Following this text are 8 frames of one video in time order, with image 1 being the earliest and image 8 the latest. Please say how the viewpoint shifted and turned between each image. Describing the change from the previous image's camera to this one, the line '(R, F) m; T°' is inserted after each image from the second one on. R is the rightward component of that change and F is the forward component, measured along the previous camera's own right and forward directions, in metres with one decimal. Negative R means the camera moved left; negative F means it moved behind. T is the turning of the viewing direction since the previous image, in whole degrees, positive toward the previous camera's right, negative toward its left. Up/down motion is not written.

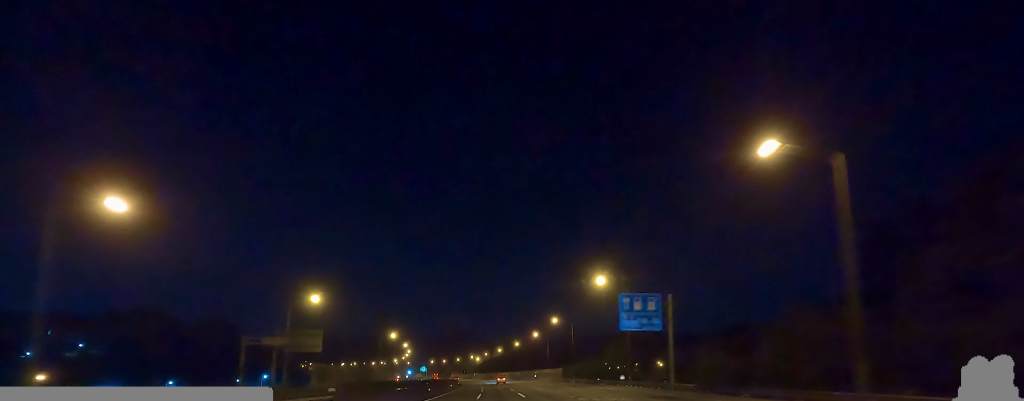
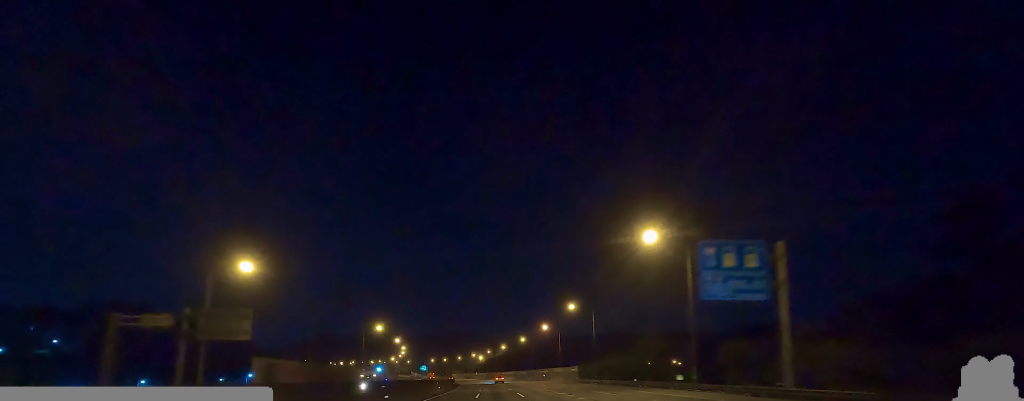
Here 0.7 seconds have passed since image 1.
(-0.5, +20.3) m; -2°
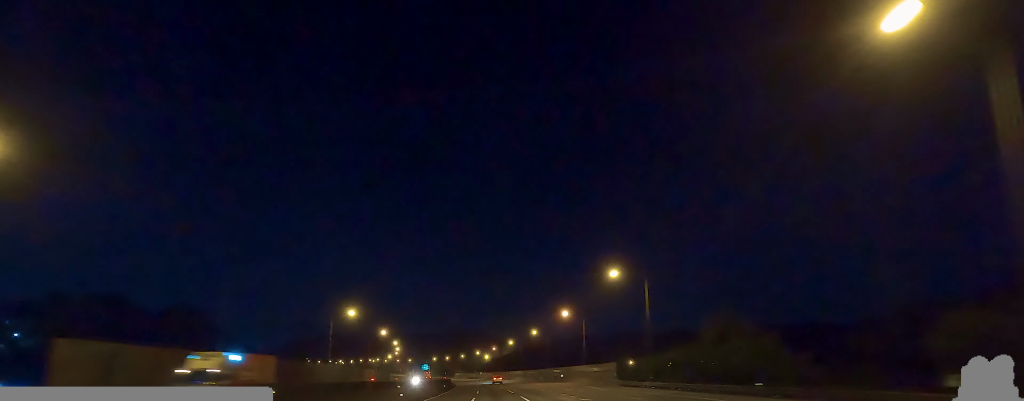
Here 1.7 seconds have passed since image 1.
(-0.7, +27.7) m; -2°
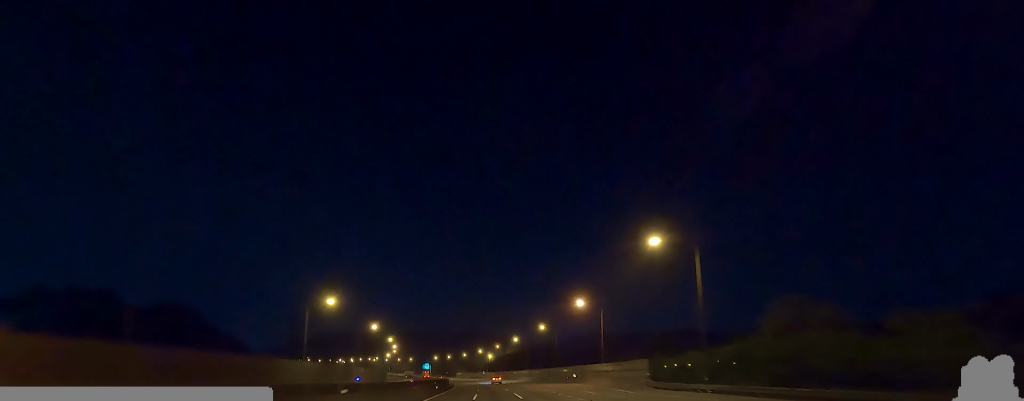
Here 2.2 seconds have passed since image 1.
(+0.2, +13.9) m; 0°
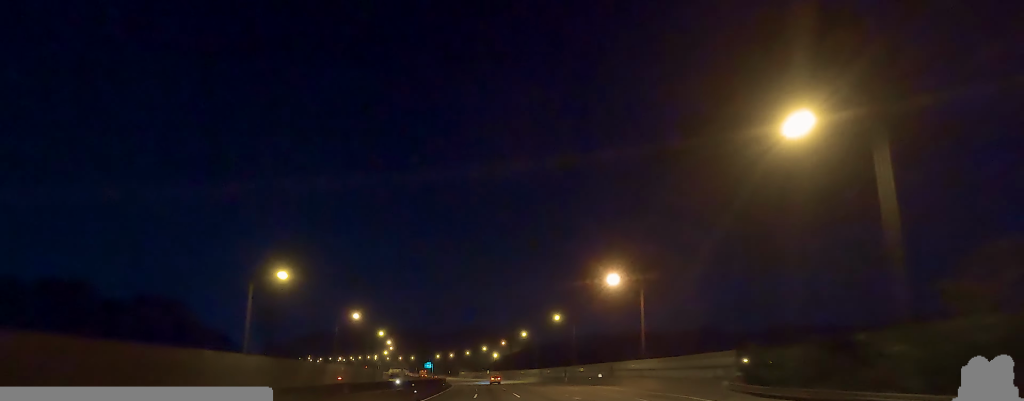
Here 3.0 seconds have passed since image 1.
(-0.3, +20.5) m; 0°
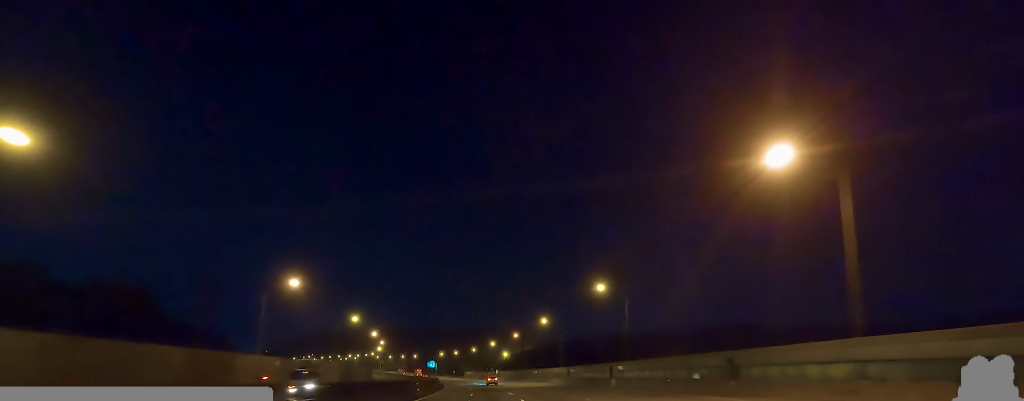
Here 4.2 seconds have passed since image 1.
(+0.3, +35.4) m; -1°
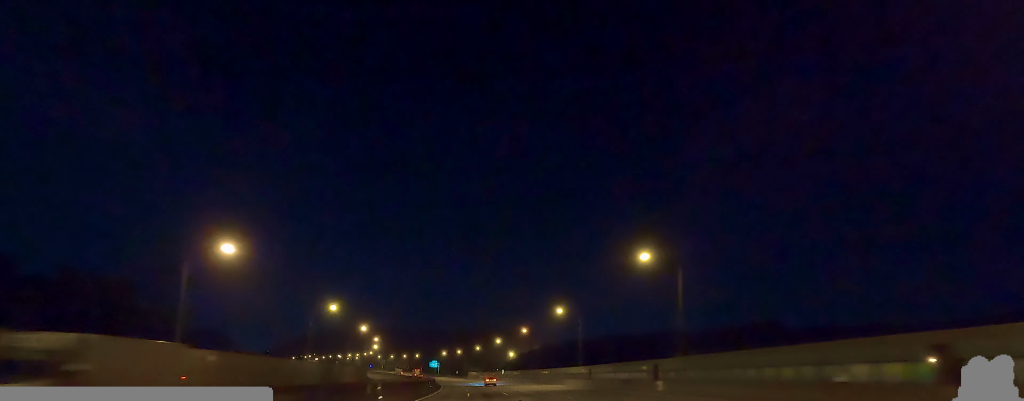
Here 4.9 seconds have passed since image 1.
(-0.5, +18.1) m; -2°
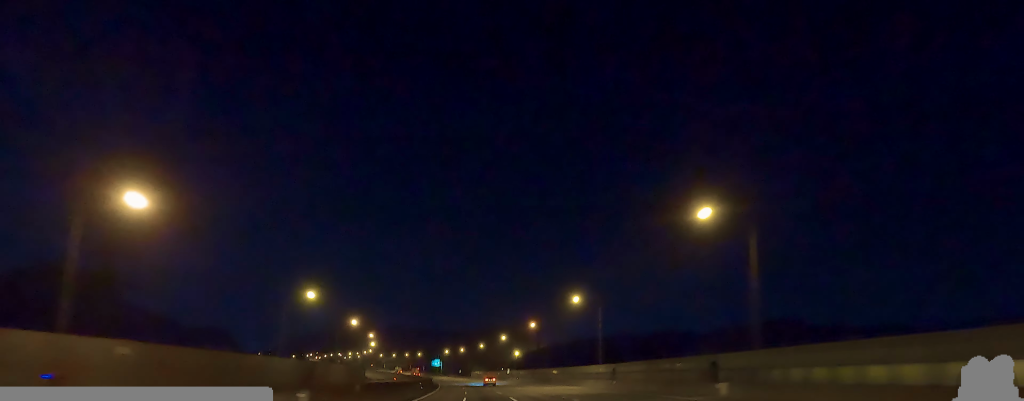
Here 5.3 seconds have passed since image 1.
(0.0, +13.4) m; -1°
